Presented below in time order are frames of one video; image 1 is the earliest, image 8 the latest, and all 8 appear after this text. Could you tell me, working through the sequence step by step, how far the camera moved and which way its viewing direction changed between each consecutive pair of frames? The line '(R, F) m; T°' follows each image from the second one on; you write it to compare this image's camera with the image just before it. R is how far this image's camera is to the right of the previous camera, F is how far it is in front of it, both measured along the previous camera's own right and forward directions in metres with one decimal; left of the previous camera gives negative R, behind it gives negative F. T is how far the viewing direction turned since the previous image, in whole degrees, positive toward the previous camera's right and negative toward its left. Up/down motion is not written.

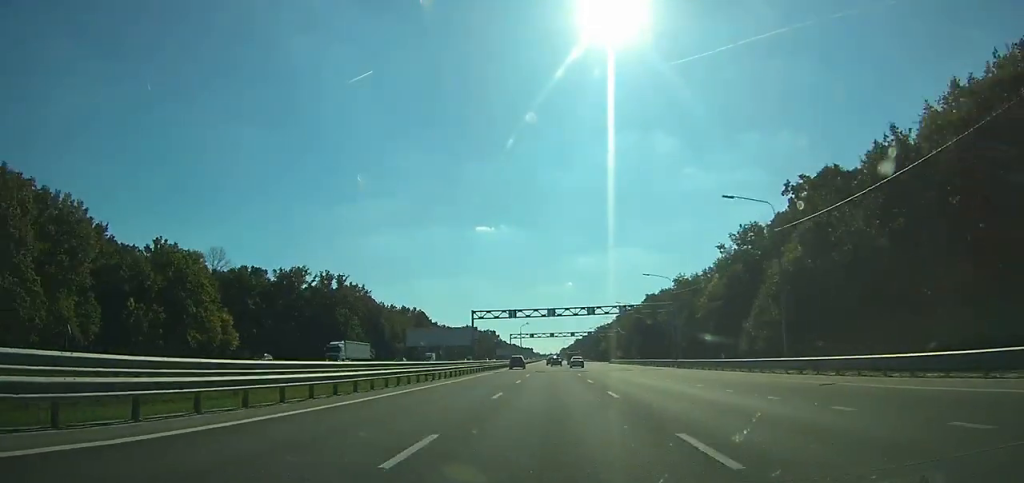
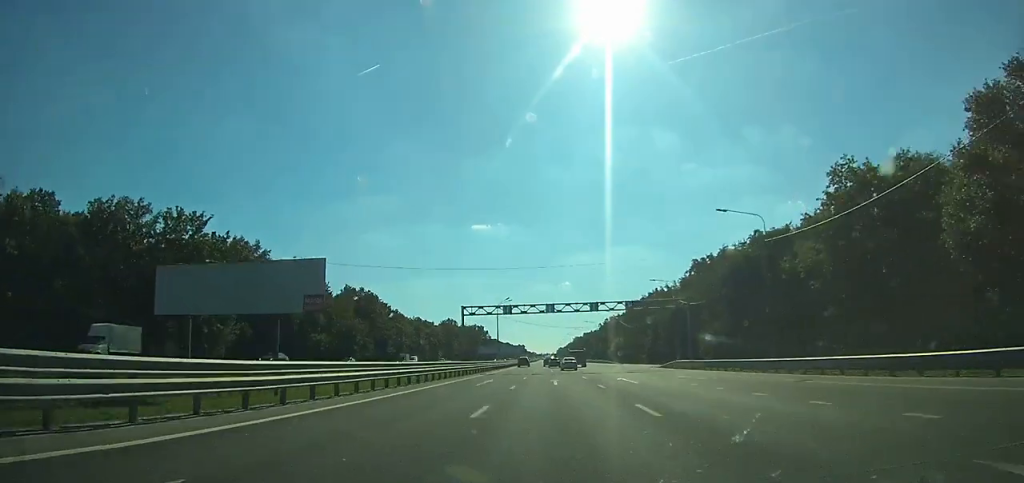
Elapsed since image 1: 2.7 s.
(+0.1, +64.0) m; 0°
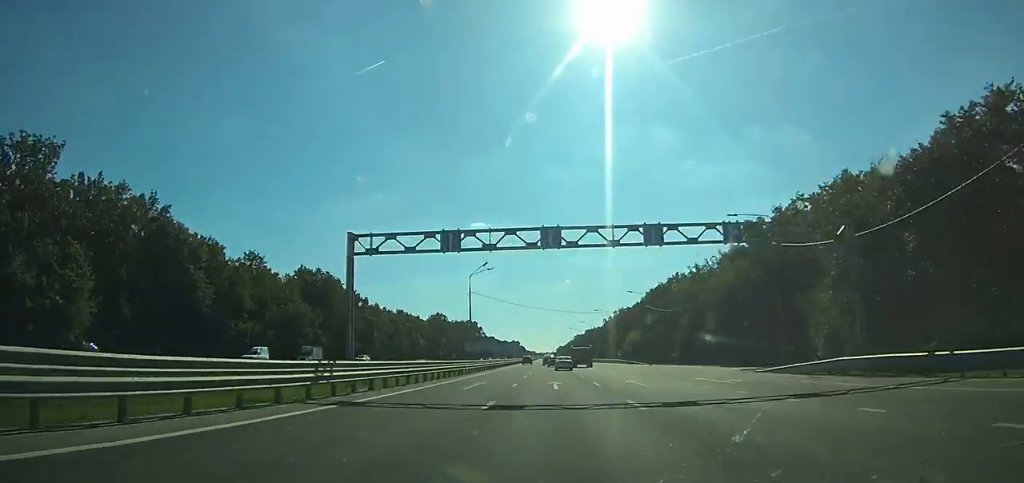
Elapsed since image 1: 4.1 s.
(0.0, +33.7) m; 0°
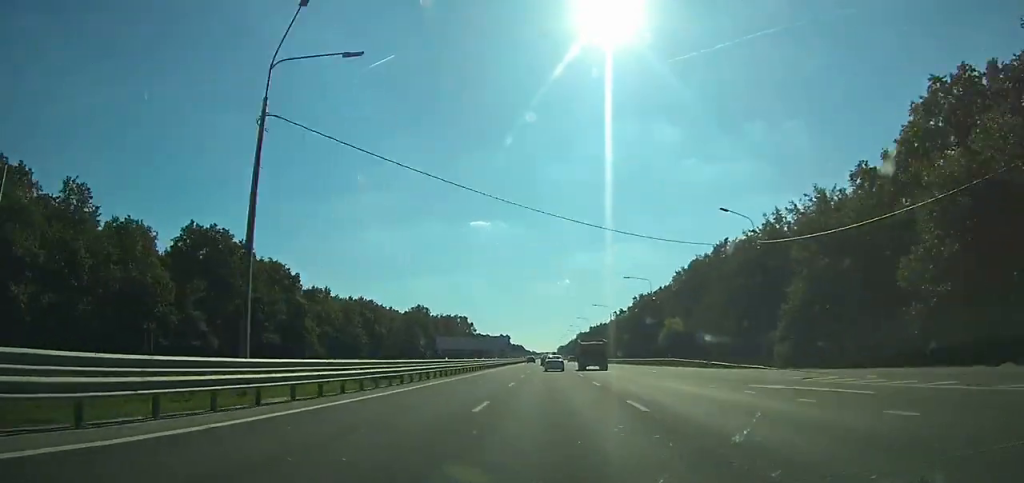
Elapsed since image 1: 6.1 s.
(+0.1, +50.0) m; 0°
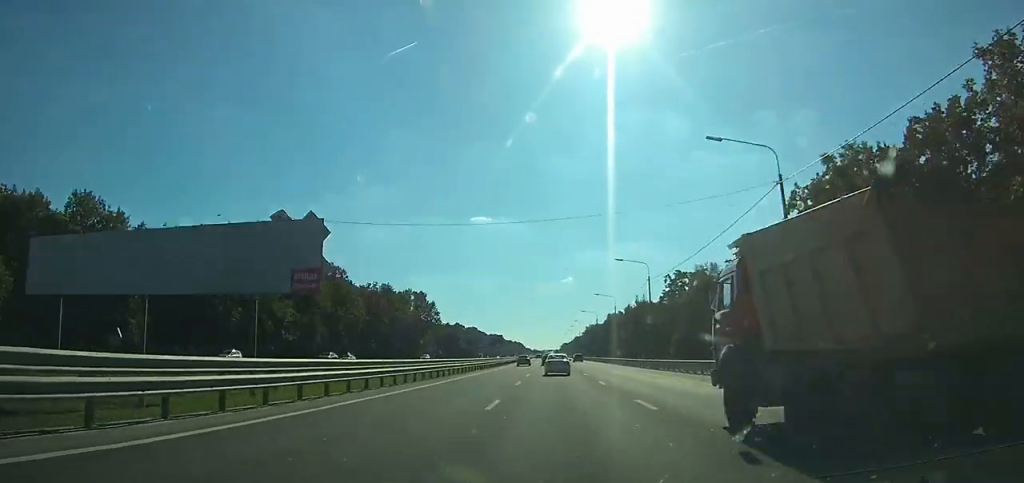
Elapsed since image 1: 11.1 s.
(-0.5, +123.3) m; 0°
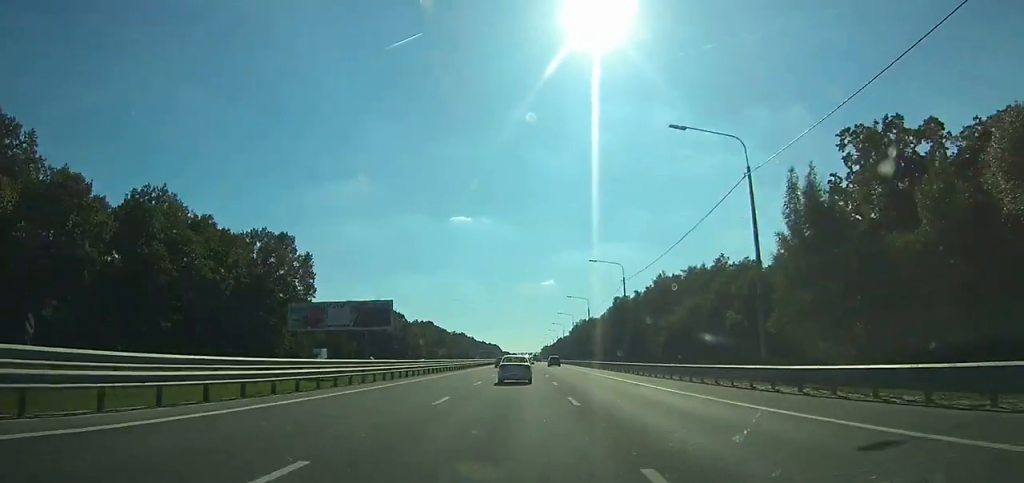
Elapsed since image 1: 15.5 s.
(+0.8, +104.8) m; +1°
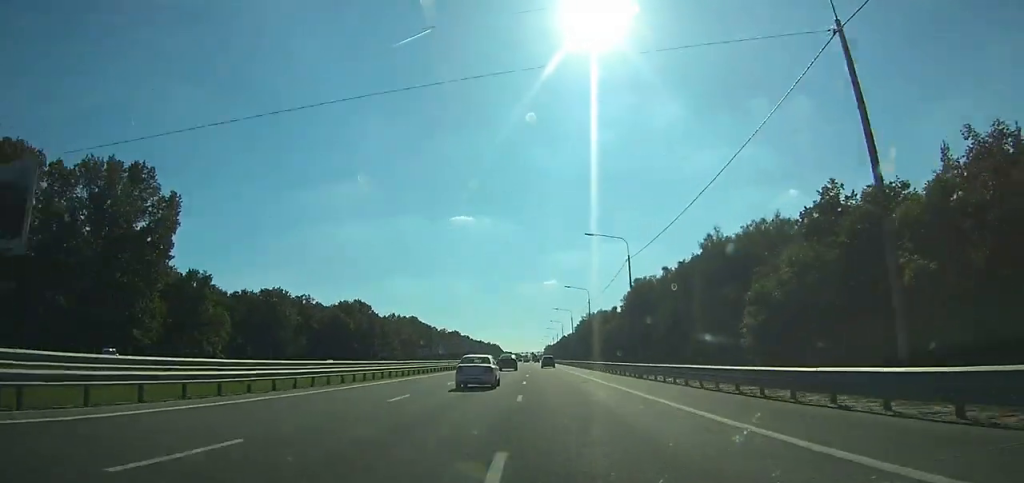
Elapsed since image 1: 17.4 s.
(-0.1, +44.8) m; 0°
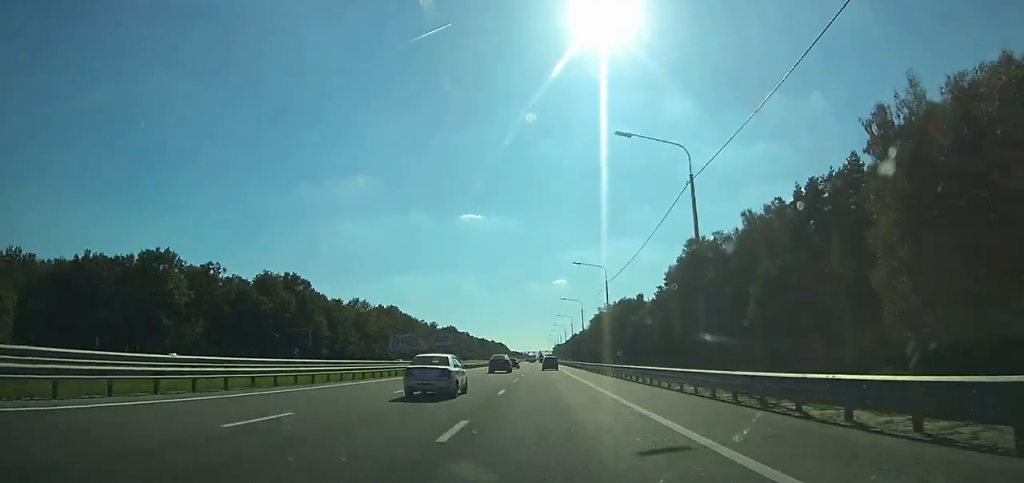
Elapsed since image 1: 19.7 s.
(-0.1, +55.4) m; 0°
